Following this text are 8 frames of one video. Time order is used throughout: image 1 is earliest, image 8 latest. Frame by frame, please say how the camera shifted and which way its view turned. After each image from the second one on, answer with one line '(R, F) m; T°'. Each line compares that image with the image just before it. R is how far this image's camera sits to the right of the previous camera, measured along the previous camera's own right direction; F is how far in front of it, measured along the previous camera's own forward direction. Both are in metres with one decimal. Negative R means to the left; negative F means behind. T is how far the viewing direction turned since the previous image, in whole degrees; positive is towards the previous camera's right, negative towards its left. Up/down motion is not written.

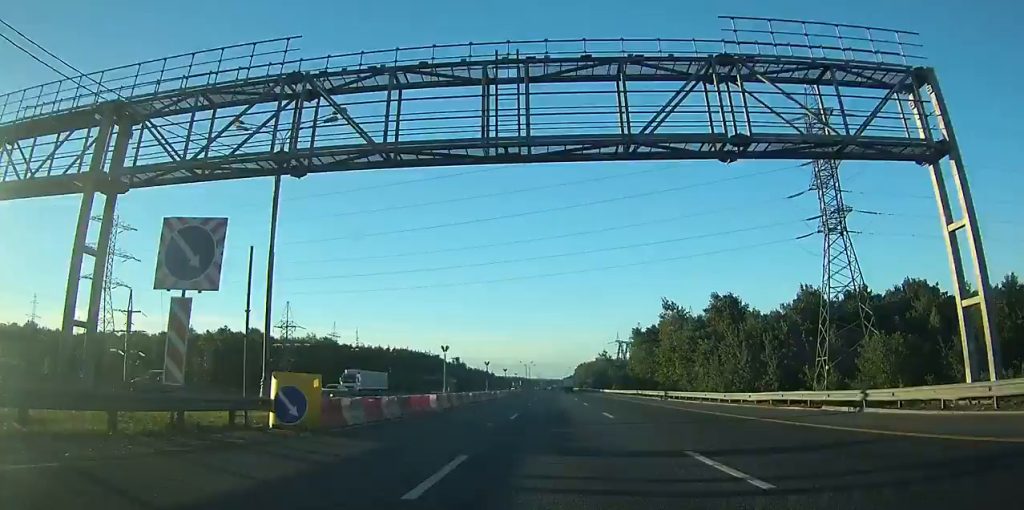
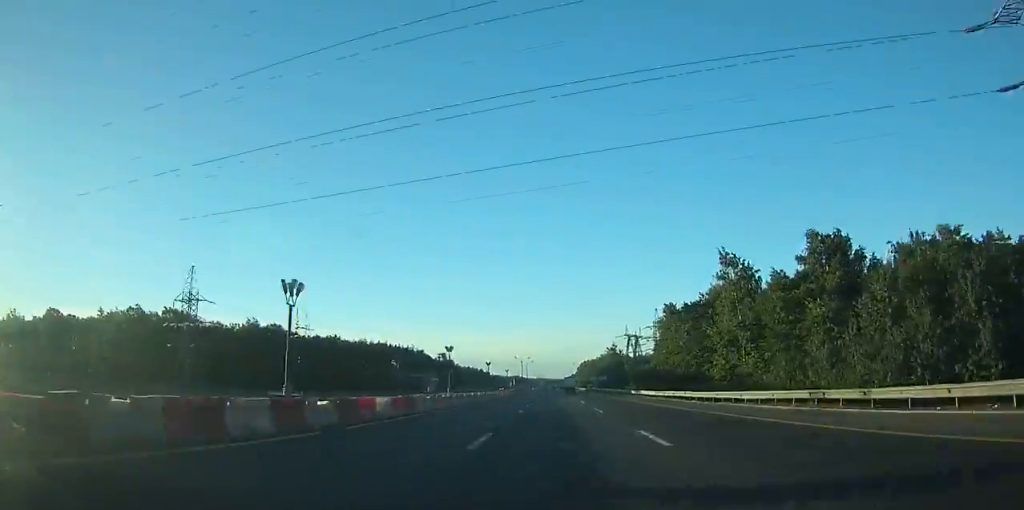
(+0.1, +41.0) m; 0°
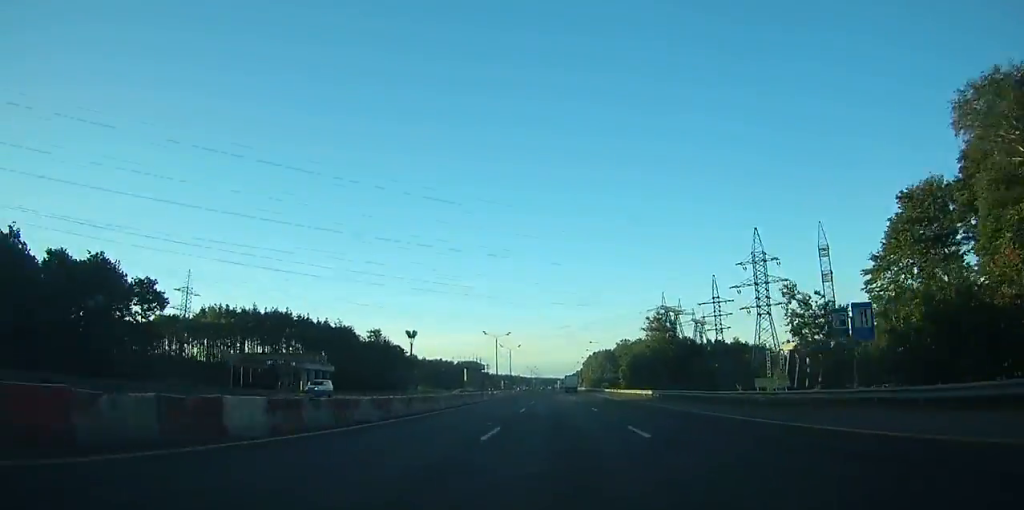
(+0.3, +104.7) m; 0°
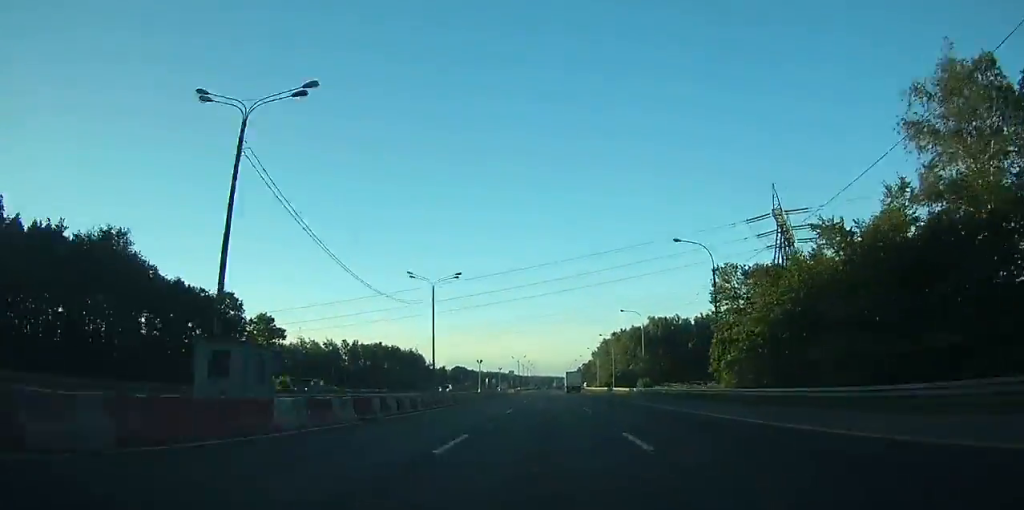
(0.0, +110.7) m; 0°
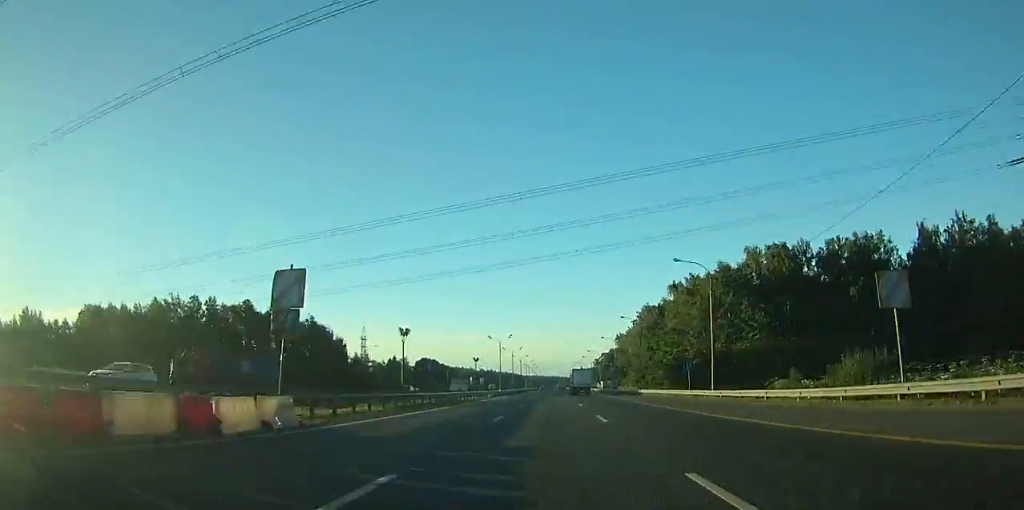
(-0.2, +100.5) m; 0°
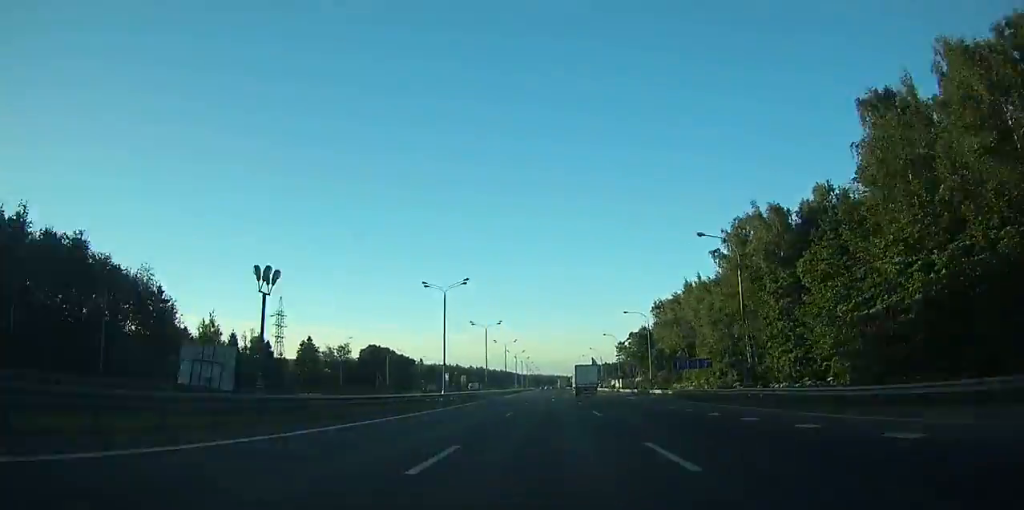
(0.0, +77.2) m; 0°
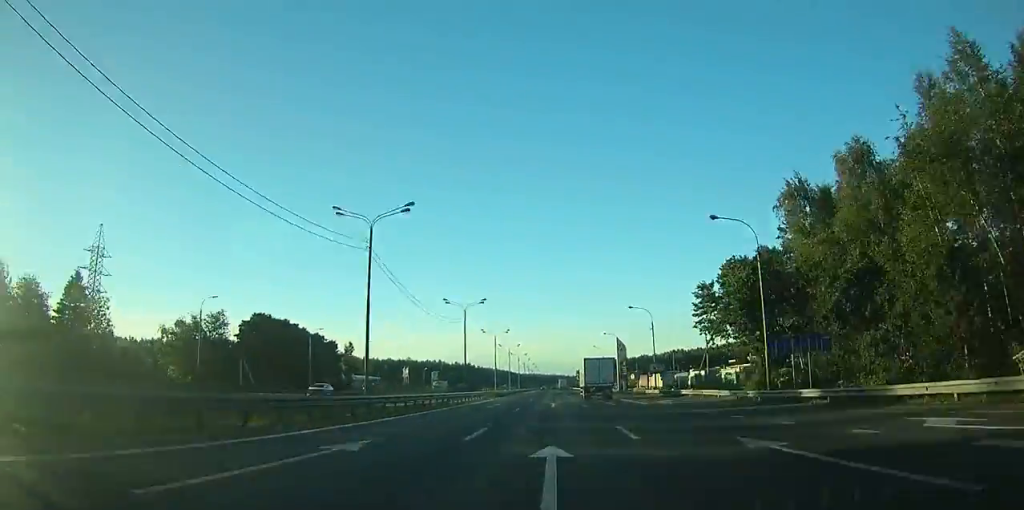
(0.0, +80.3) m; 0°
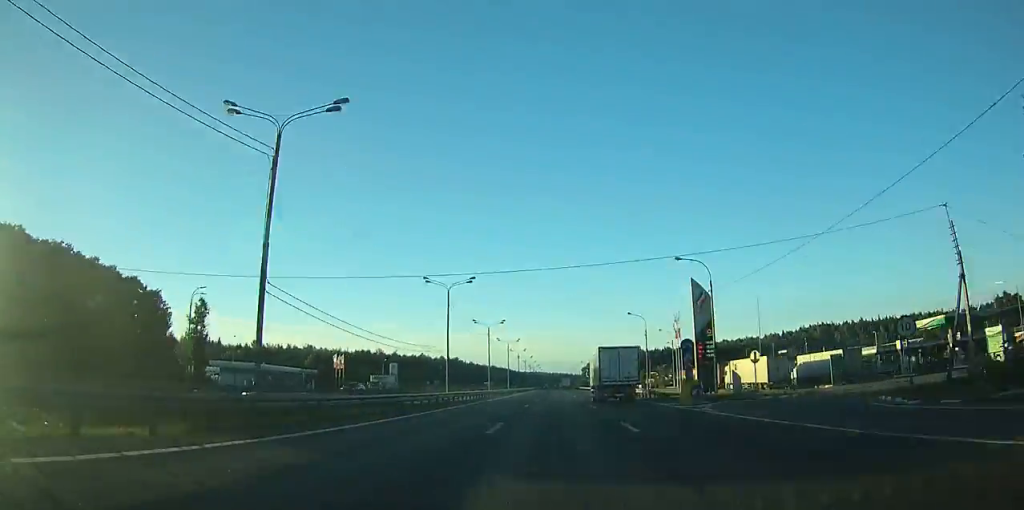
(0.0, +63.6) m; 0°
